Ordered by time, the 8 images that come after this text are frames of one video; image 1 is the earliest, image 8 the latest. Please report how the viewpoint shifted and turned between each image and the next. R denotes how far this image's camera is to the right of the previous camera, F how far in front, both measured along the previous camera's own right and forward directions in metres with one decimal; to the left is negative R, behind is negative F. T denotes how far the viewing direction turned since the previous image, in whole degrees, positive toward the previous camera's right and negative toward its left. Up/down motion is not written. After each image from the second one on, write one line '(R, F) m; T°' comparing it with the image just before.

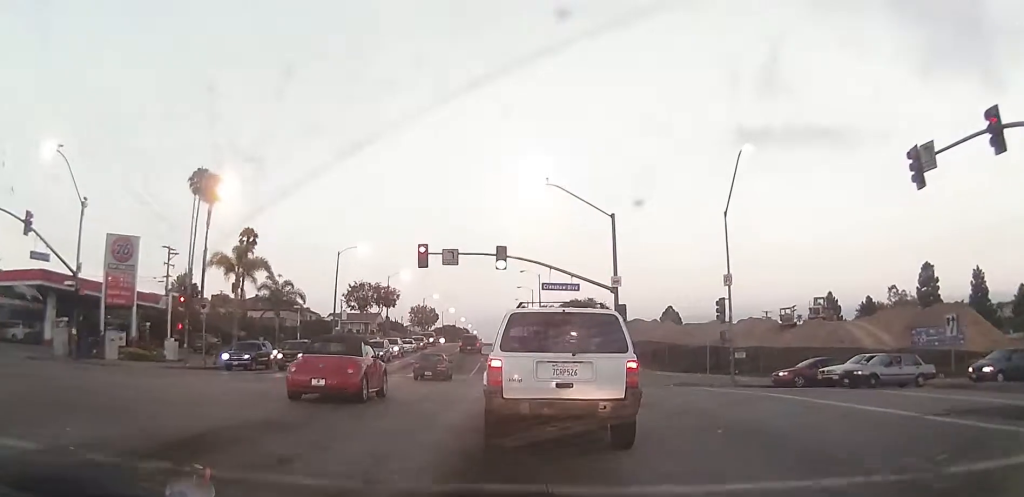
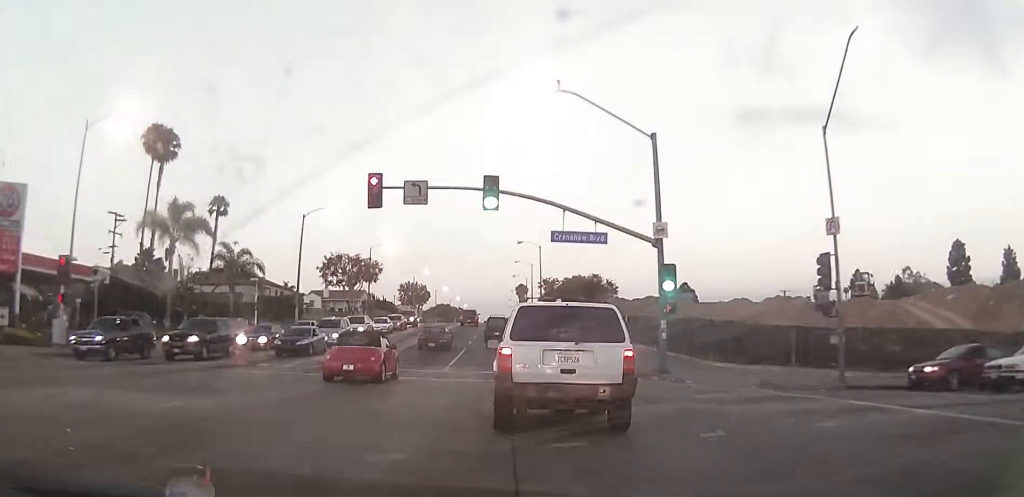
(-0.3, +10.5) m; -1°
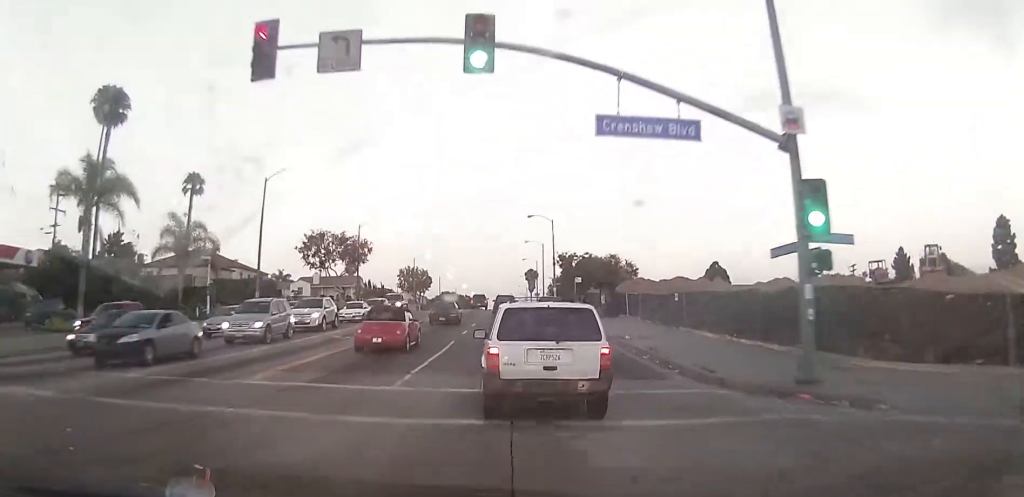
(0.0, +11.1) m; 0°
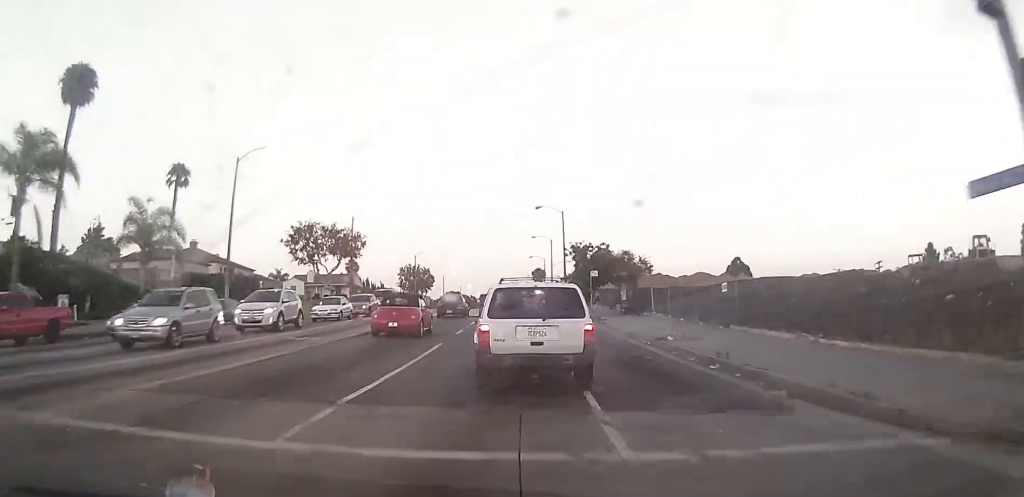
(0.0, +6.6) m; 0°
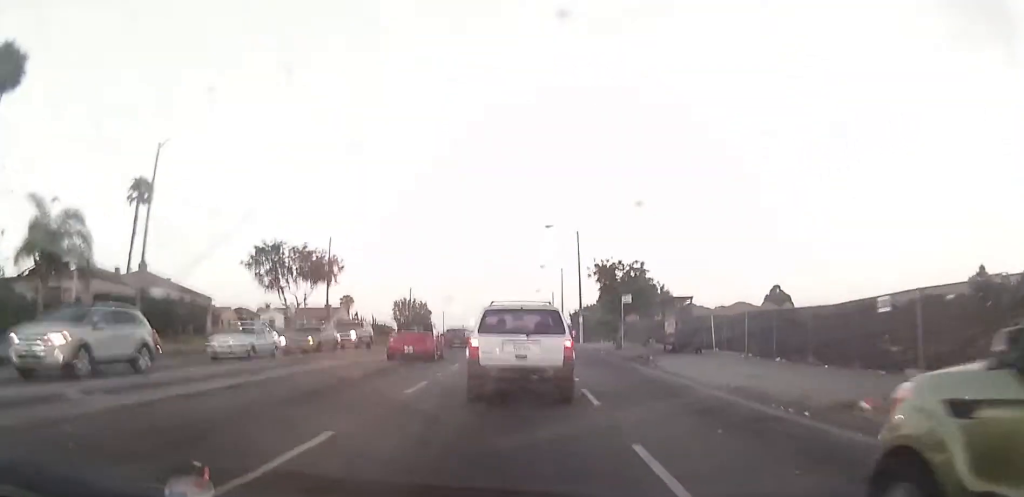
(0.0, +11.8) m; 0°
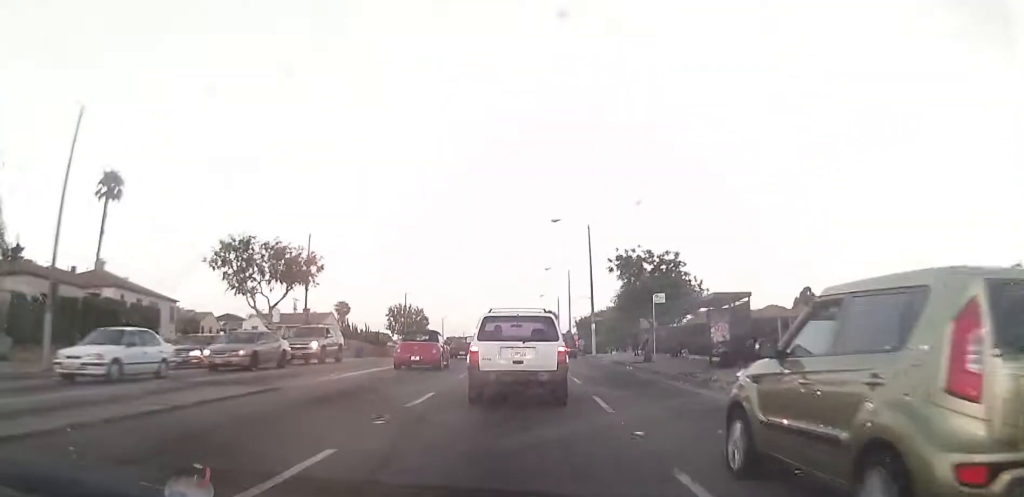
(0.0, +7.7) m; 0°
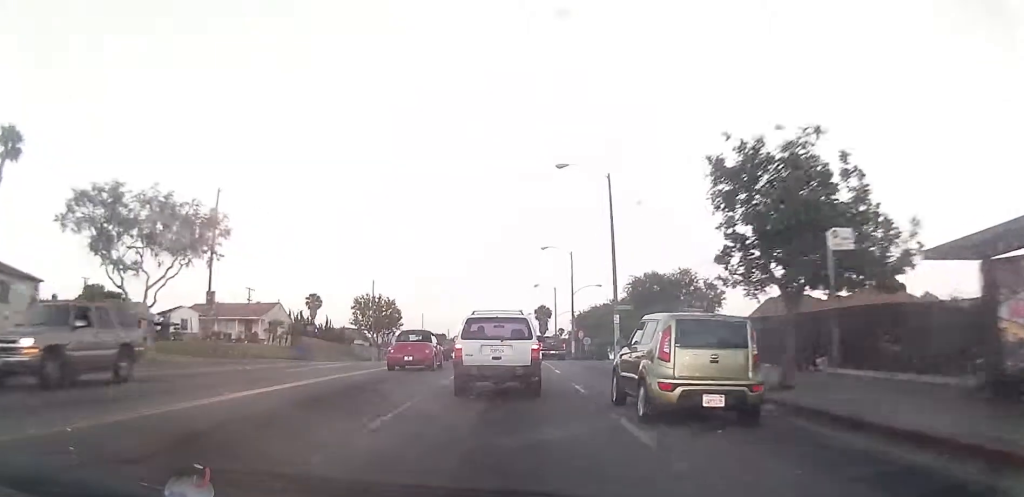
(0.0, +17.4) m; 0°
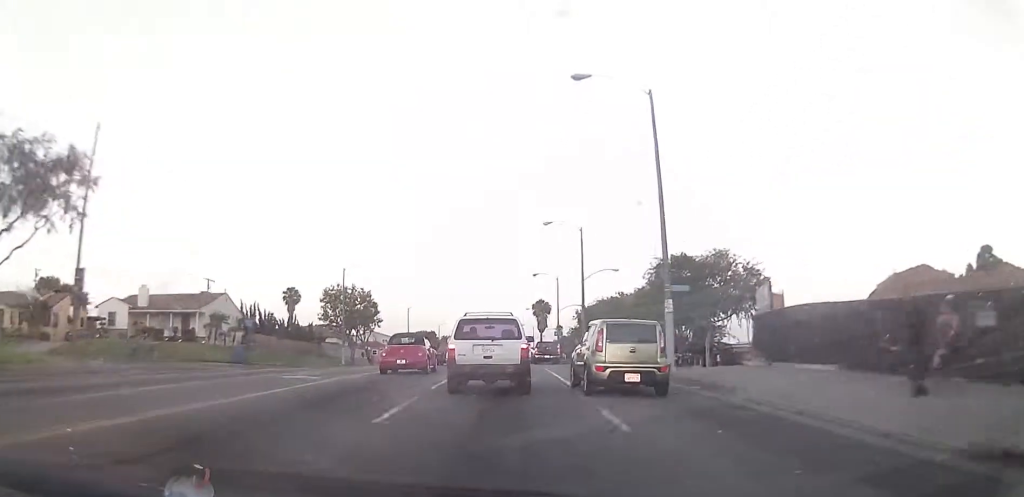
(0.0, +13.5) m; 0°
